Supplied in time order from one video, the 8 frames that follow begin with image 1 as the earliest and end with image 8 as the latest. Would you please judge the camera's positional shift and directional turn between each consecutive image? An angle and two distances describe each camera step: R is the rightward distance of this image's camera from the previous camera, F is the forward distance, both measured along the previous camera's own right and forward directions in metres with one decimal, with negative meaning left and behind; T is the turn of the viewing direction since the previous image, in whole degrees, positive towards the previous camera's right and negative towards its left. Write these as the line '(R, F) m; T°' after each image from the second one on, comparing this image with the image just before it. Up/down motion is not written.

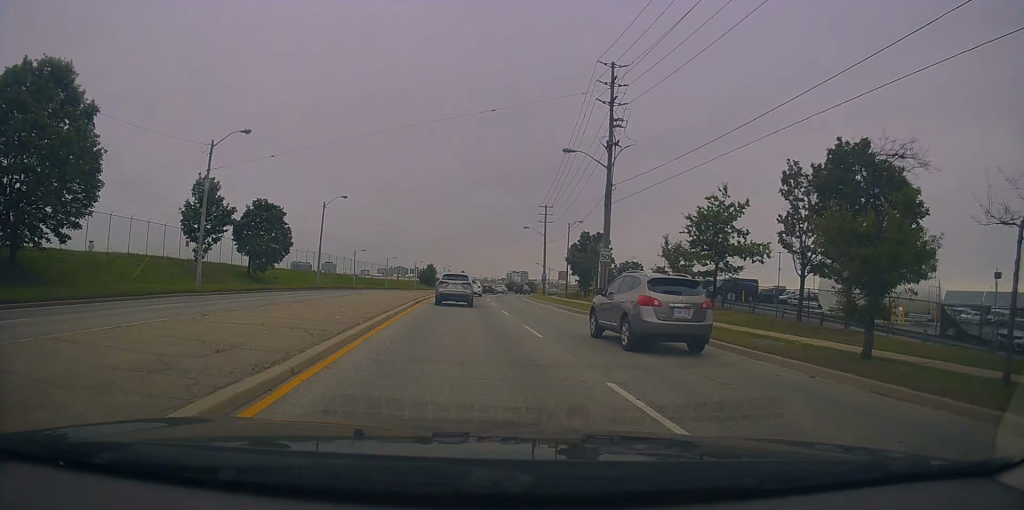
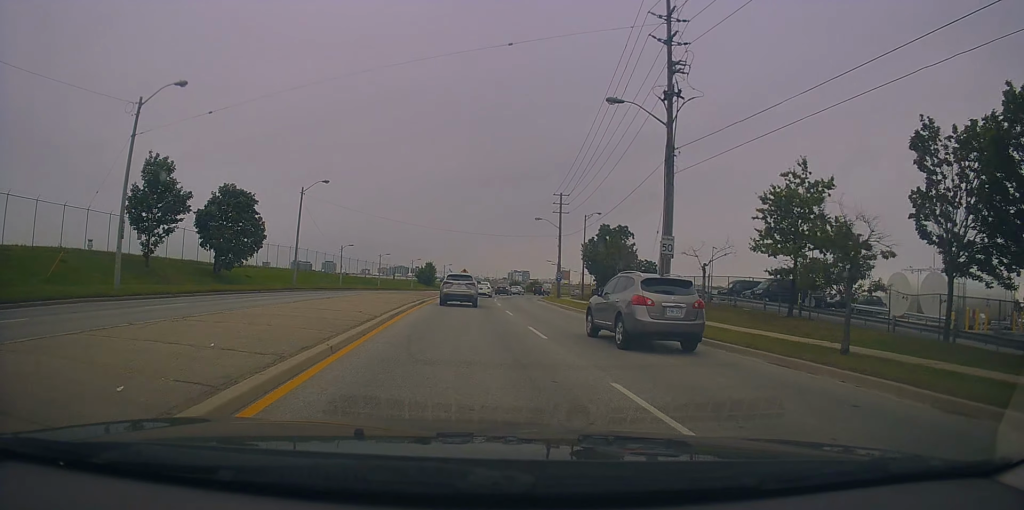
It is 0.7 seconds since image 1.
(0.0, +9.4) m; 0°
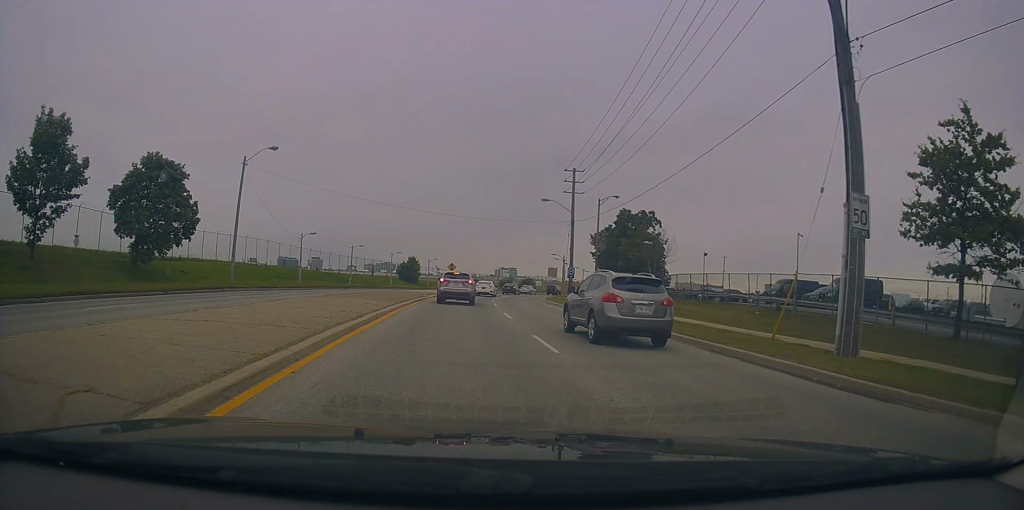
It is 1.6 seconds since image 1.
(+0.1, +12.3) m; +1°
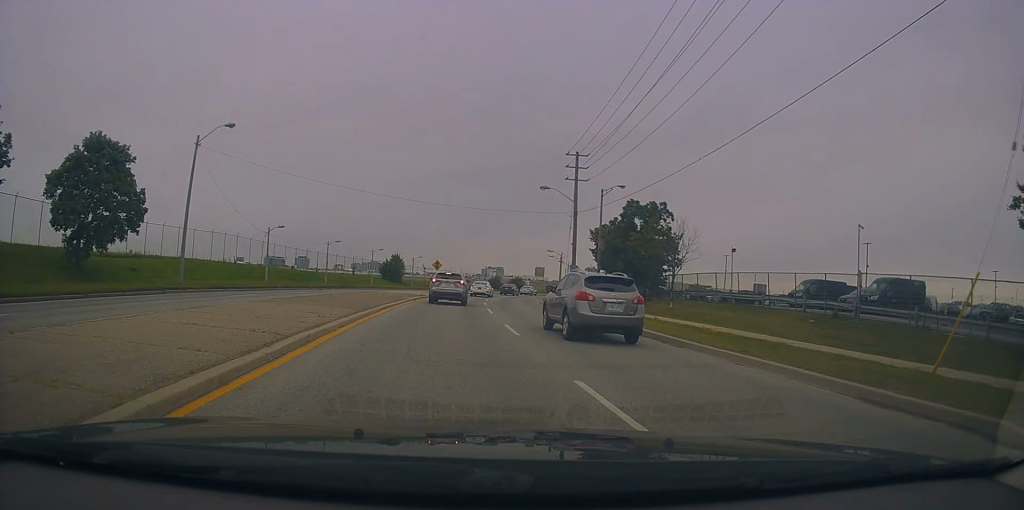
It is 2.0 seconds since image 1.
(0.0, +6.2) m; +1°
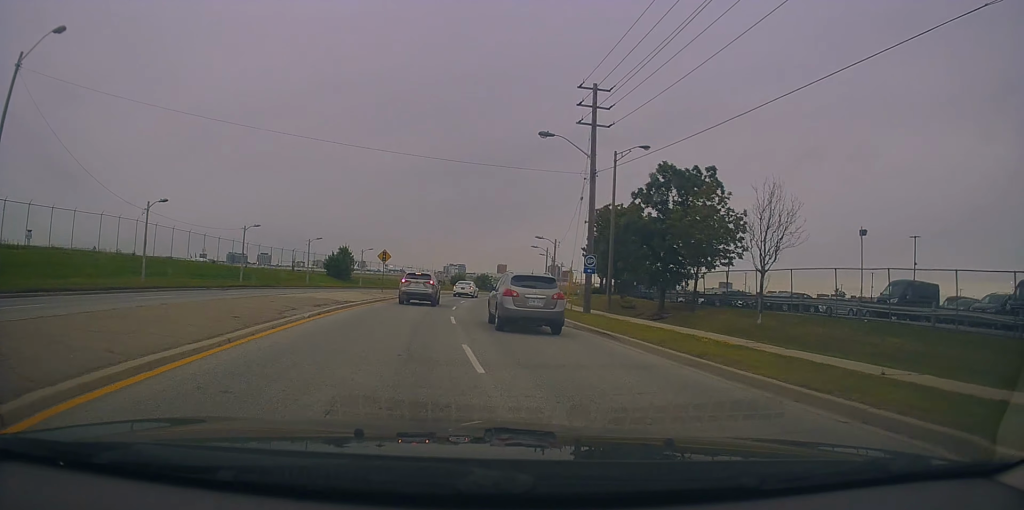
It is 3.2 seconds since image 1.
(+0.4, +15.1) m; +5°
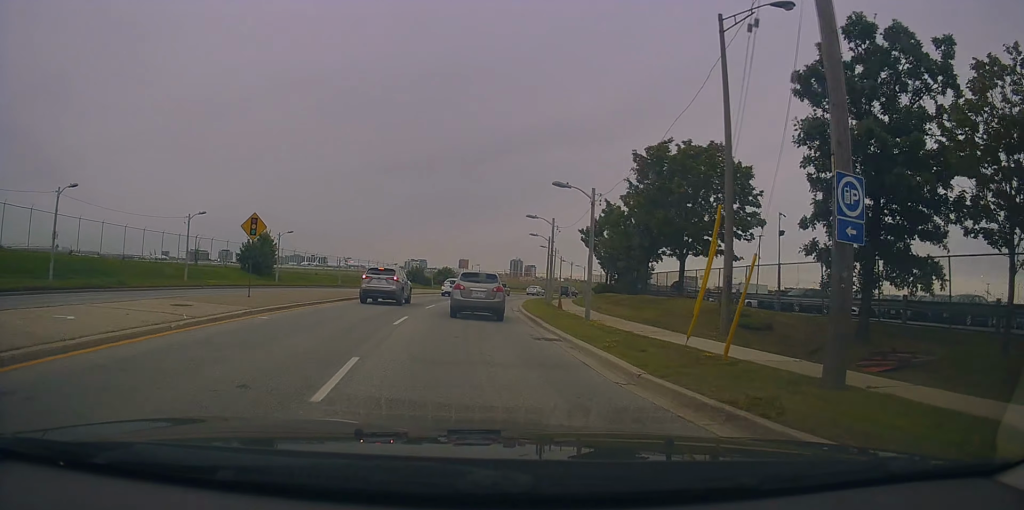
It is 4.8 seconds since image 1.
(+1.4, +20.5) m; +5°
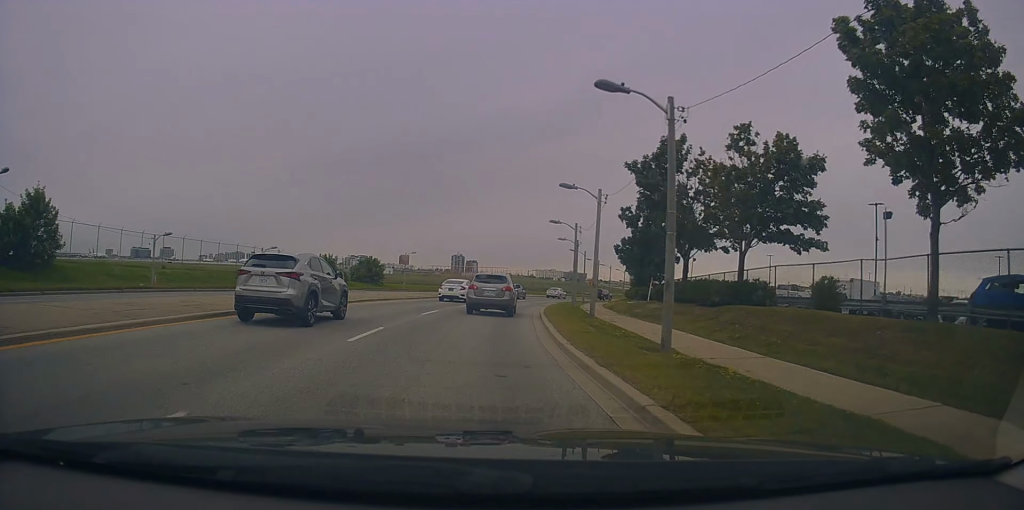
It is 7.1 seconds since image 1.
(-0.1, +31.4) m; +4°
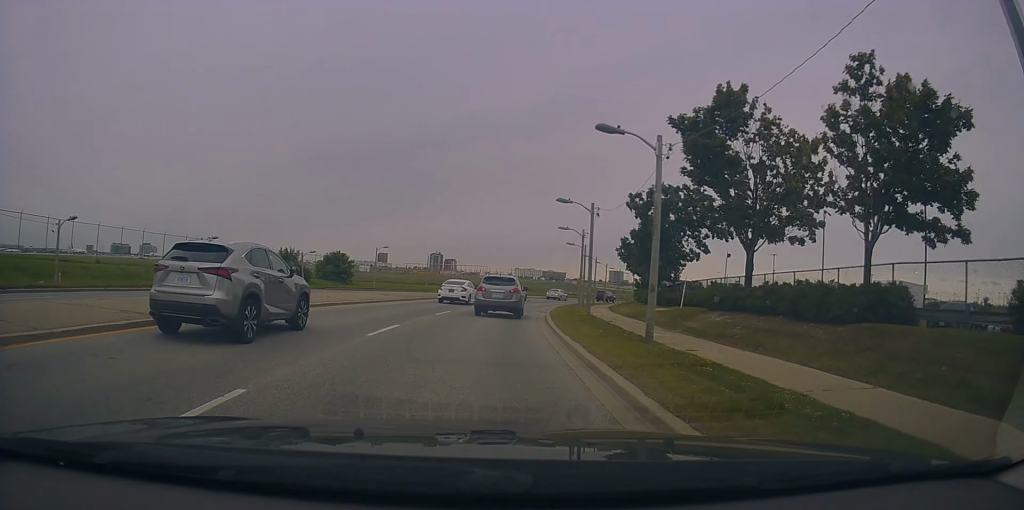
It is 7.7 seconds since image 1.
(+0.4, +7.9) m; +3°
